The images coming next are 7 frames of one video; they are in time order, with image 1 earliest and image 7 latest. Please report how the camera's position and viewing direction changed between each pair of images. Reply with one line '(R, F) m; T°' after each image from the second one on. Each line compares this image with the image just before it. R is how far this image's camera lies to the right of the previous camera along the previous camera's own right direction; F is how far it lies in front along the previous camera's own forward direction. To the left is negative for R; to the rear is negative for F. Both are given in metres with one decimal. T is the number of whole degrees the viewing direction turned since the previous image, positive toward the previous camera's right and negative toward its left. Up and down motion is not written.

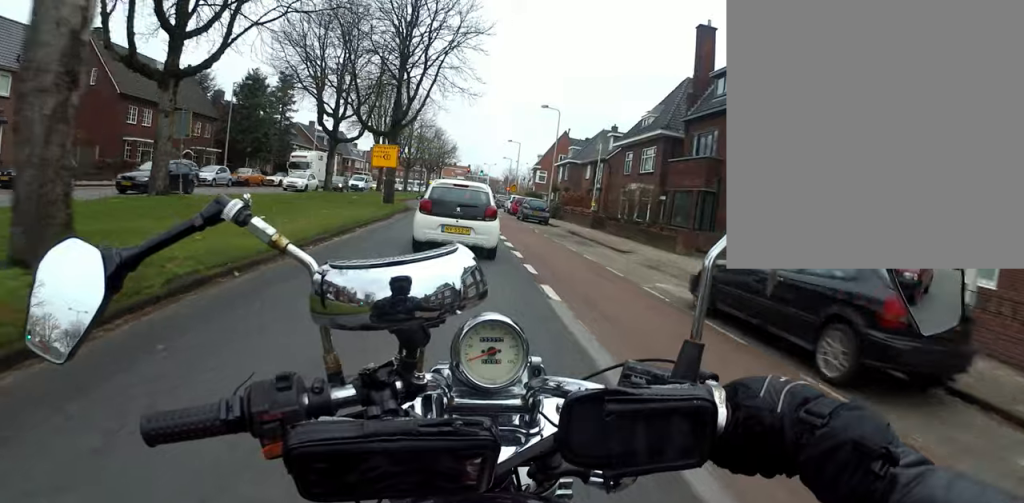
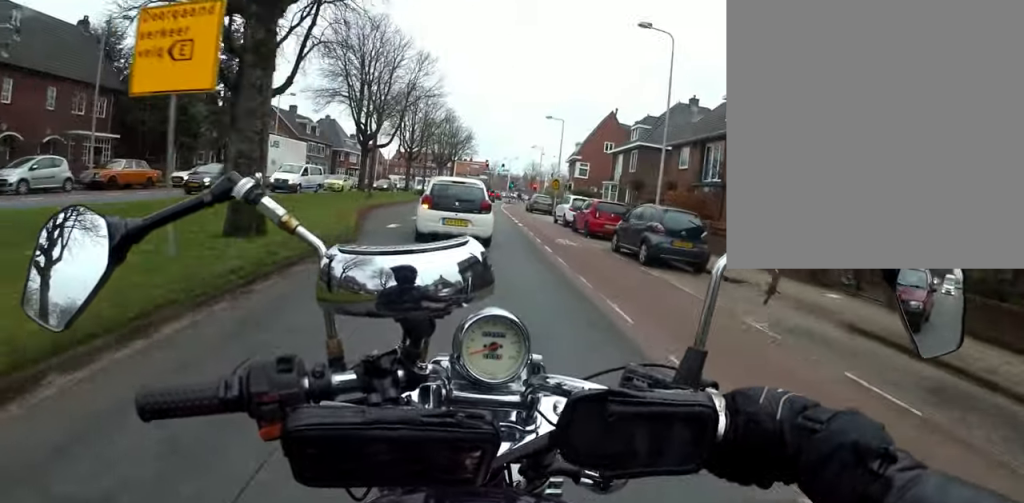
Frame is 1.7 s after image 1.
(-0.9, +19.4) m; -7°
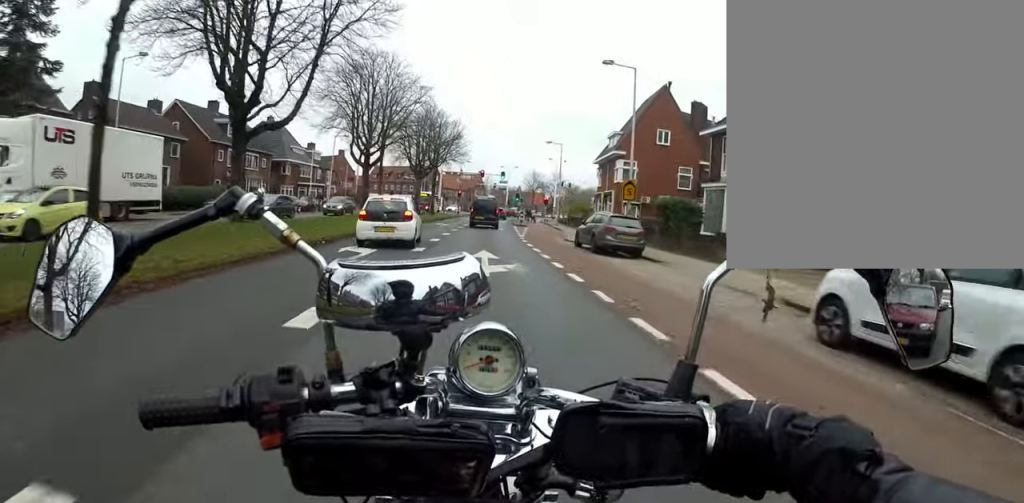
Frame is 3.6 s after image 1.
(+0.8, +21.8) m; +7°
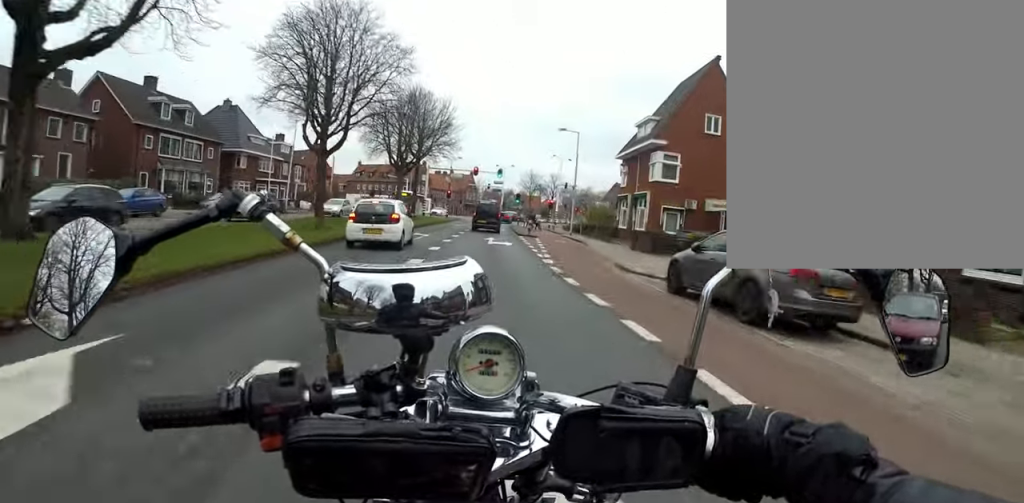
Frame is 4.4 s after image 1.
(0.0, +10.3) m; +1°
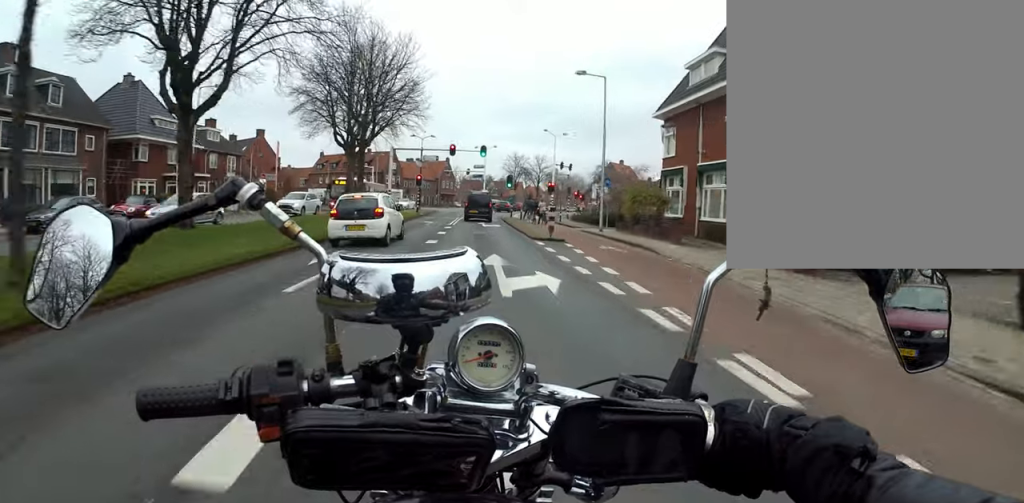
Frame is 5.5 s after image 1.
(+0.4, +12.6) m; +9°
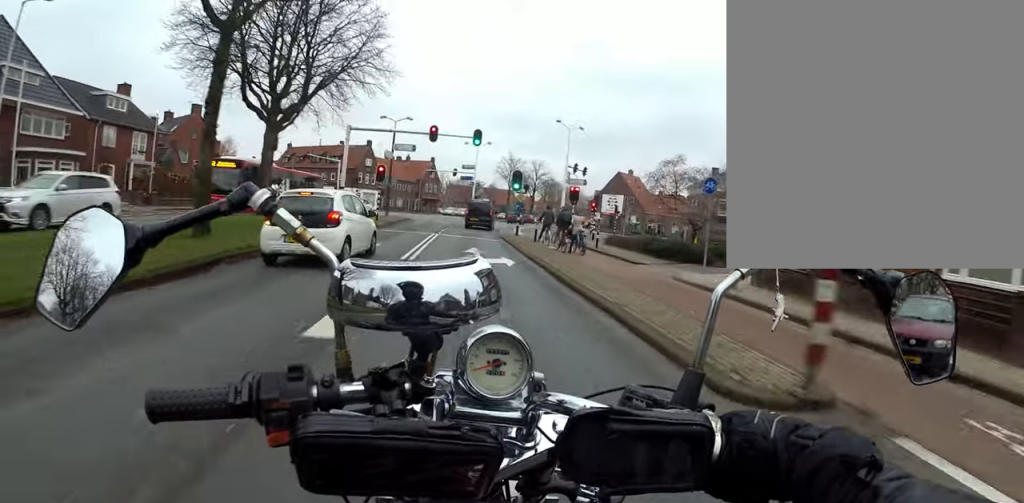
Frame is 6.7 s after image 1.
(+1.6, +13.4) m; +4°
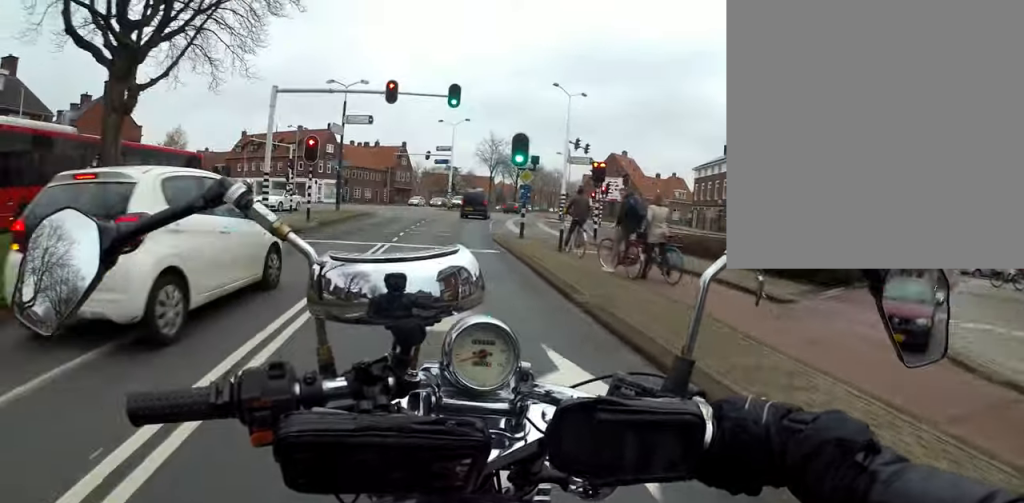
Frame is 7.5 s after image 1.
(-0.2, +9.2) m; -4°
